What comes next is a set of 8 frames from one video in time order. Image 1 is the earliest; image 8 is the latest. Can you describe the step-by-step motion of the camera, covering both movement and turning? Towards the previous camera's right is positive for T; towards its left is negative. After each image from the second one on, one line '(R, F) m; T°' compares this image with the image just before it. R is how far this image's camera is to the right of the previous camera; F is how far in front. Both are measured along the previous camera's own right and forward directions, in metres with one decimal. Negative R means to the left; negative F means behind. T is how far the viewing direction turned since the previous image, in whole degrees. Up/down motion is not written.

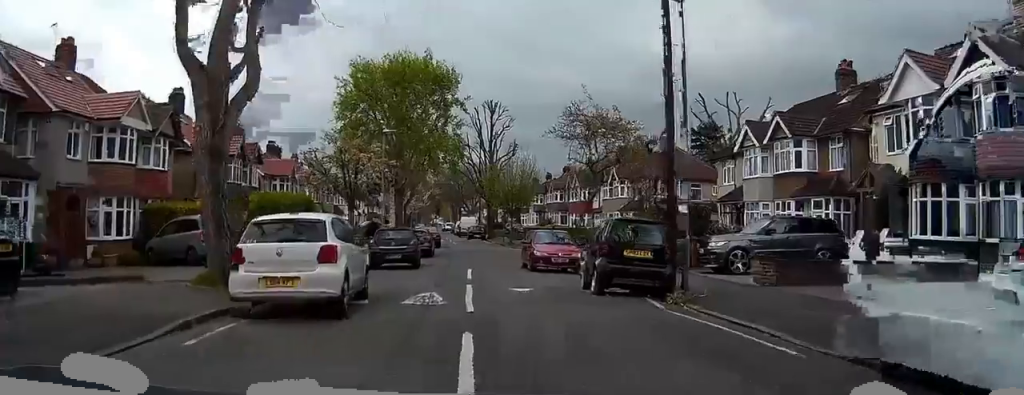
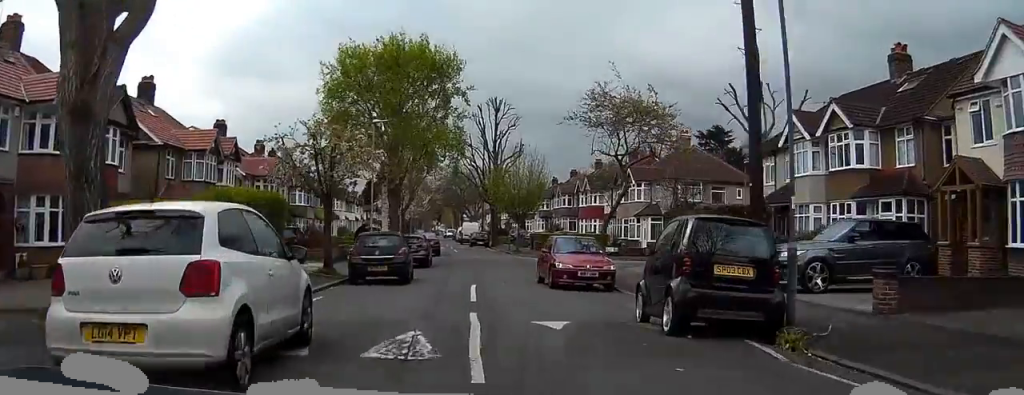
(-0.2, +4.8) m; -1°
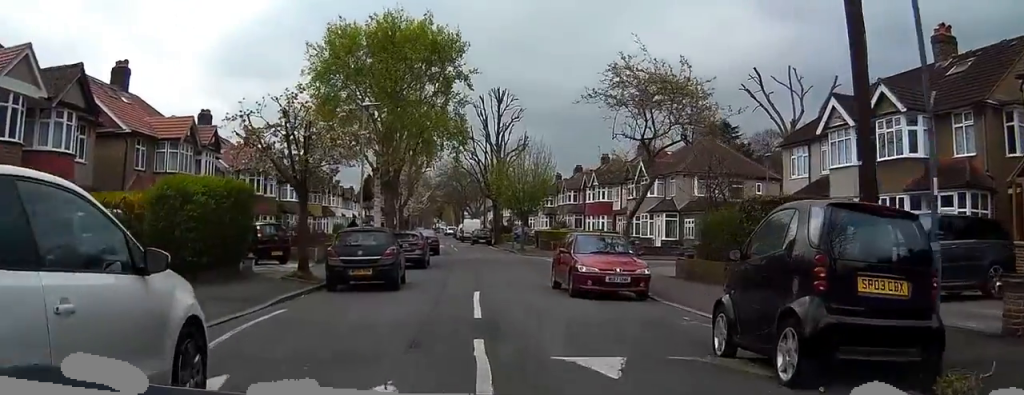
(0.0, +3.4) m; +1°
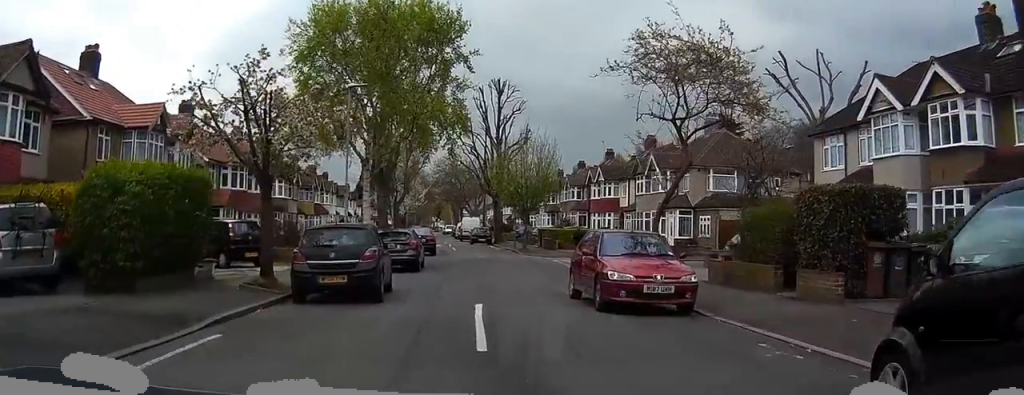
(0.0, +3.3) m; +1°
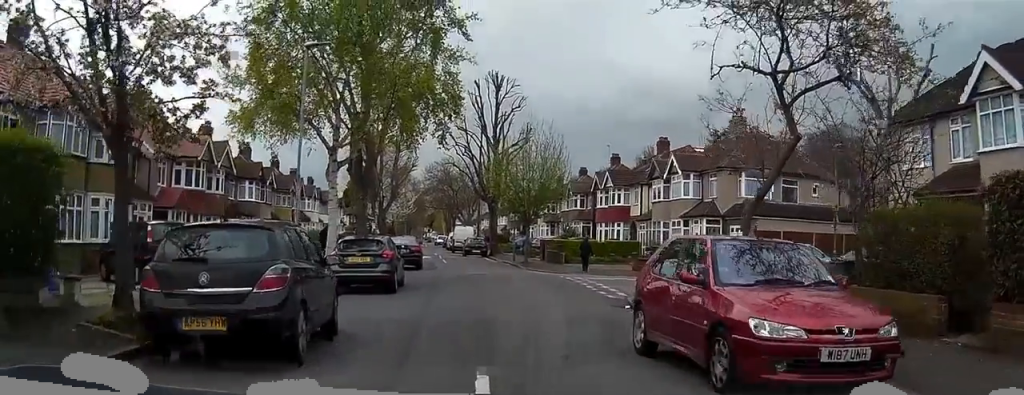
(0.0, +6.1) m; 0°
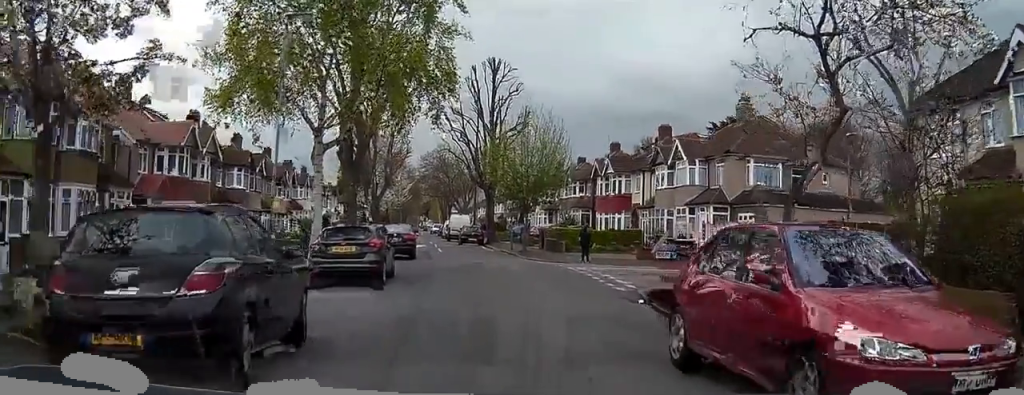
(0.0, +1.8) m; 0°
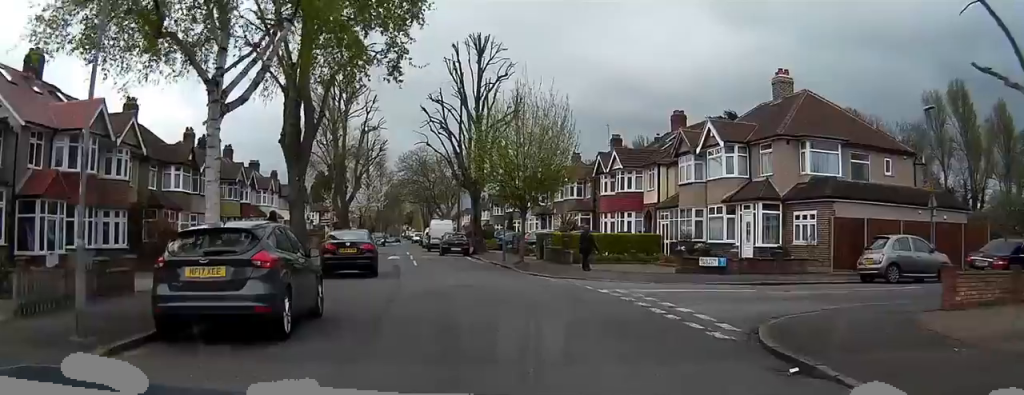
(+0.2, +8.0) m; 0°
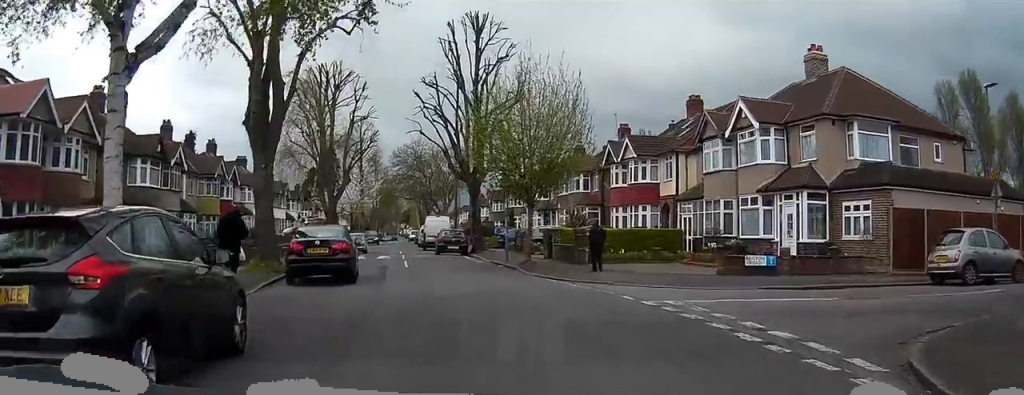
(-0.1, +4.2) m; -3°
